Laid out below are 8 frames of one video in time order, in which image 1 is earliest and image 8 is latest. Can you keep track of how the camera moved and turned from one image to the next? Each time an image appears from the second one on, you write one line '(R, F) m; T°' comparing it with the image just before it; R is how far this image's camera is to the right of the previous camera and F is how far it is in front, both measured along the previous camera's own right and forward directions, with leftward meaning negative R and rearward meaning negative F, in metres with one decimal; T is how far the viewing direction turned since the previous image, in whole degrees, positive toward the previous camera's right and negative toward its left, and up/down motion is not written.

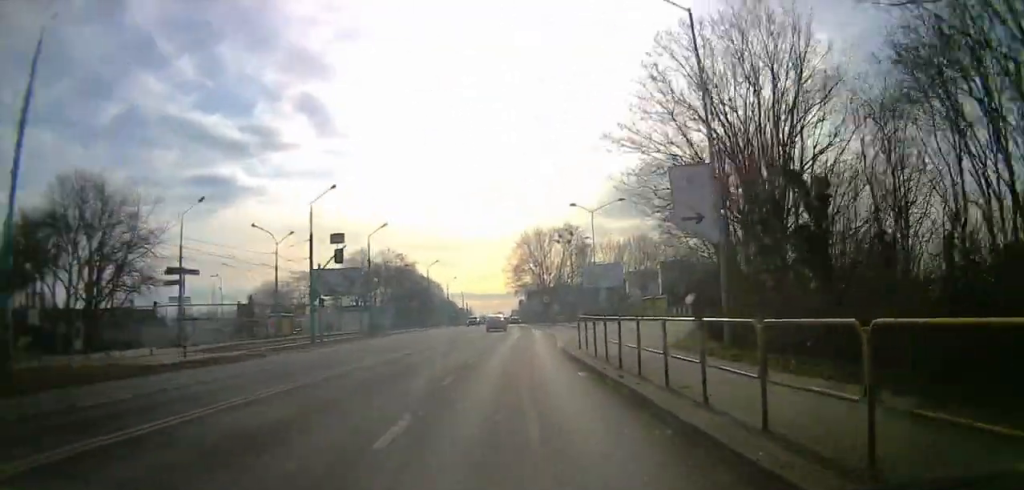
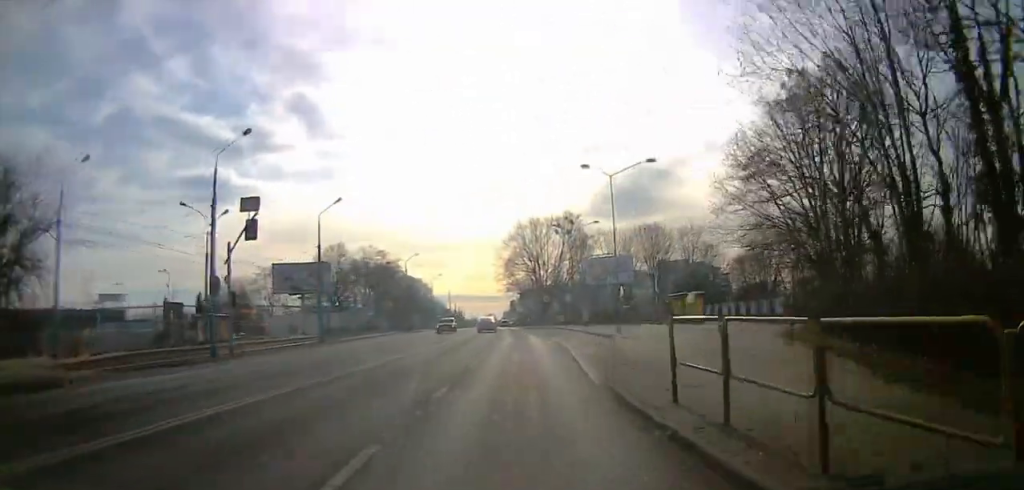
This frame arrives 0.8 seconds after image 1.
(0.0, +14.4) m; 0°
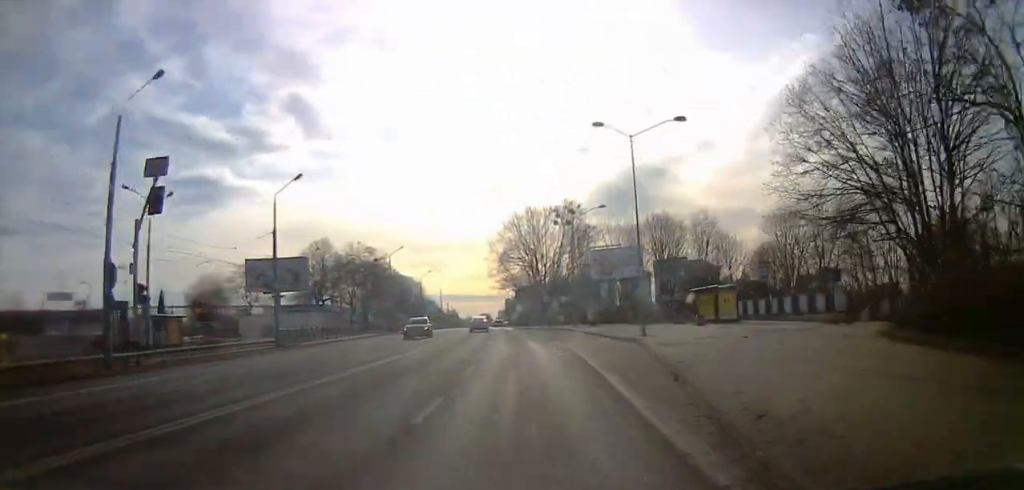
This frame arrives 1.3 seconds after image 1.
(0.0, +8.7) m; +3°
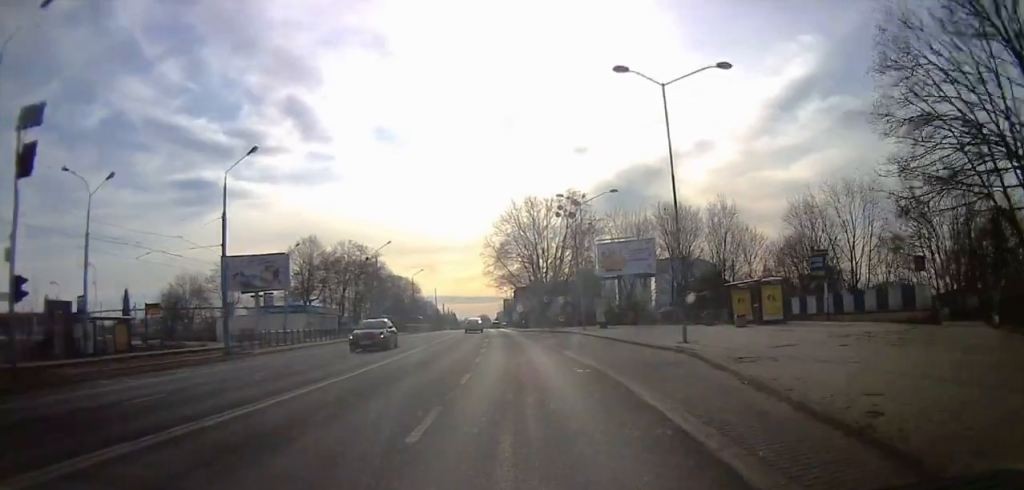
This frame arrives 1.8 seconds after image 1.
(-0.3, +7.6) m; +2°
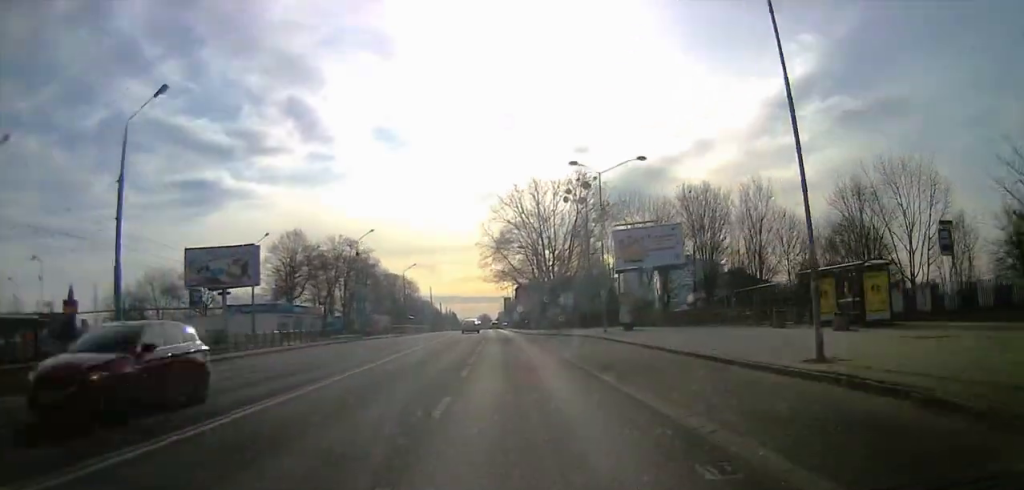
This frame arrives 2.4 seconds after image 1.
(+0.8, +10.6) m; 0°
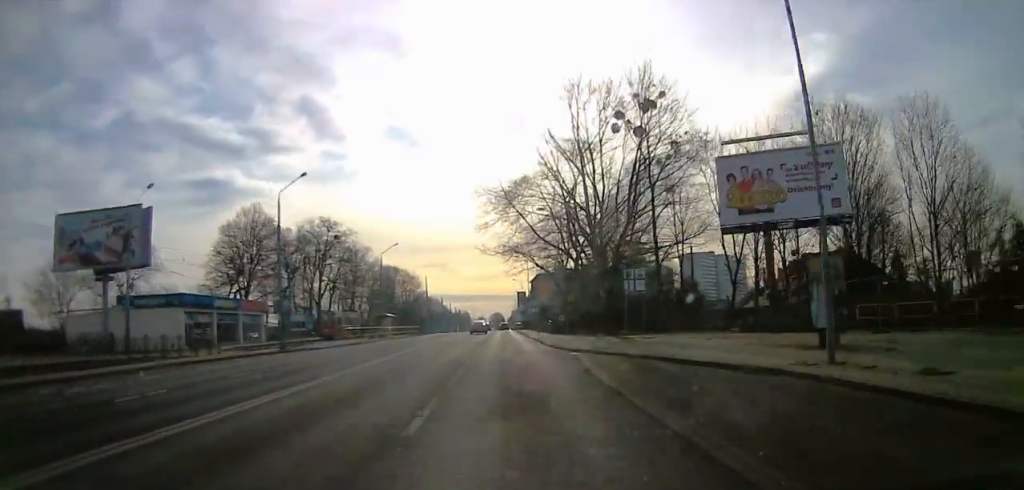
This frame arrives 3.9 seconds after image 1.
(-0.9, +27.5) m; -2°
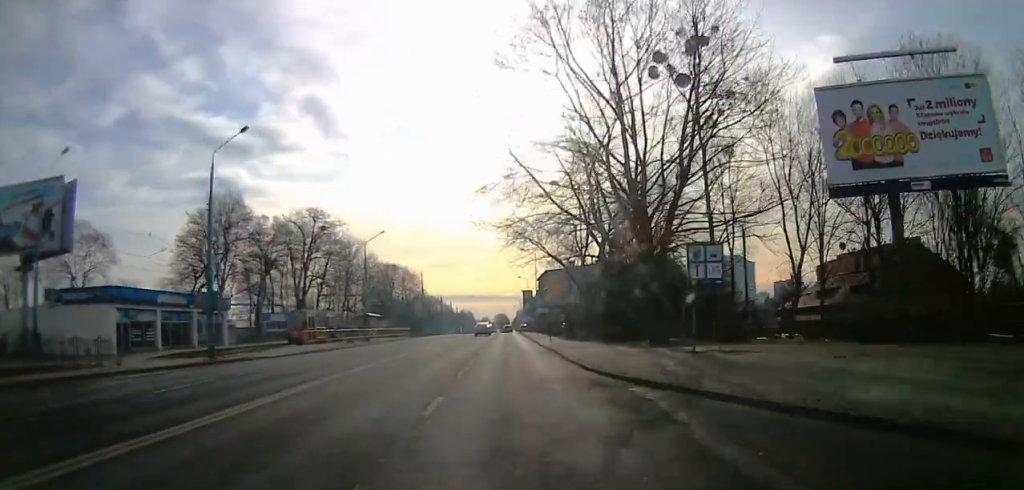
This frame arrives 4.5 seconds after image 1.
(+0.6, +11.5) m; 0°
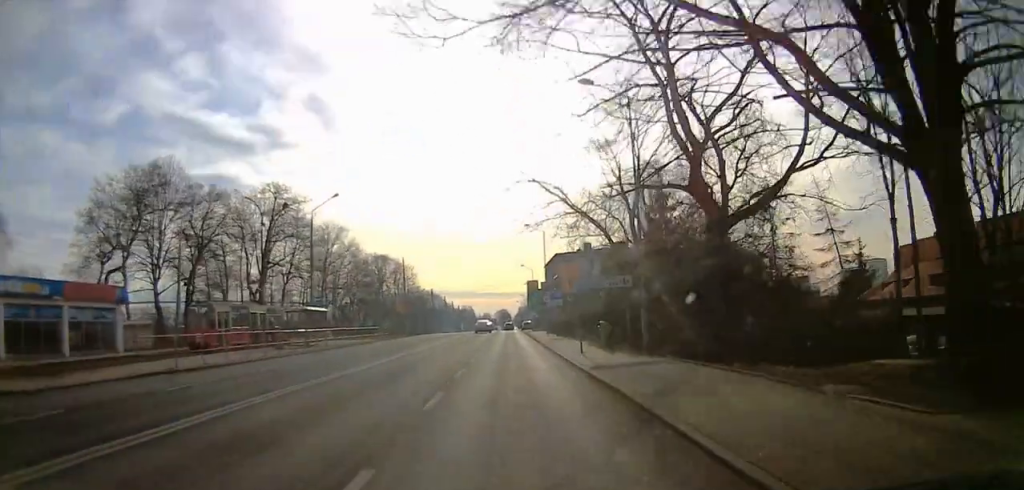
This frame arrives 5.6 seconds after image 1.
(-0.4, +19.1) m; 0°
